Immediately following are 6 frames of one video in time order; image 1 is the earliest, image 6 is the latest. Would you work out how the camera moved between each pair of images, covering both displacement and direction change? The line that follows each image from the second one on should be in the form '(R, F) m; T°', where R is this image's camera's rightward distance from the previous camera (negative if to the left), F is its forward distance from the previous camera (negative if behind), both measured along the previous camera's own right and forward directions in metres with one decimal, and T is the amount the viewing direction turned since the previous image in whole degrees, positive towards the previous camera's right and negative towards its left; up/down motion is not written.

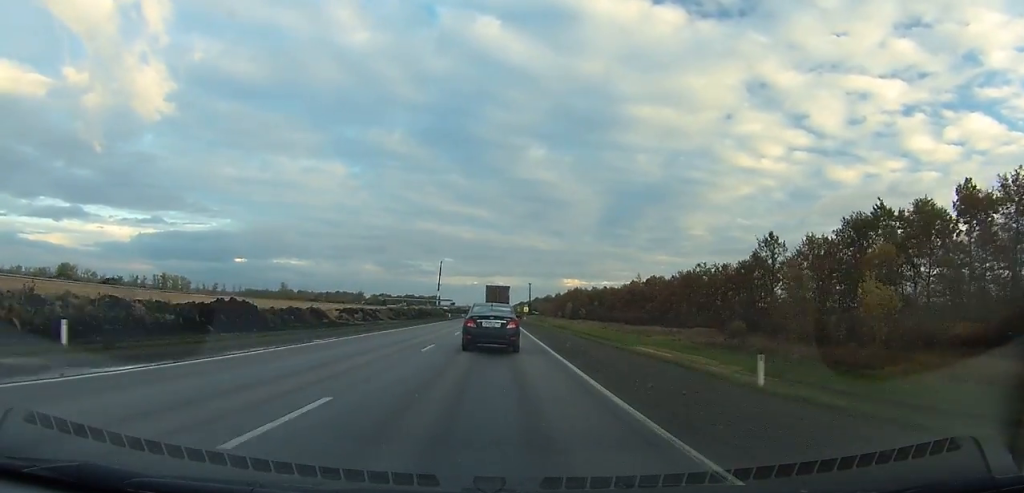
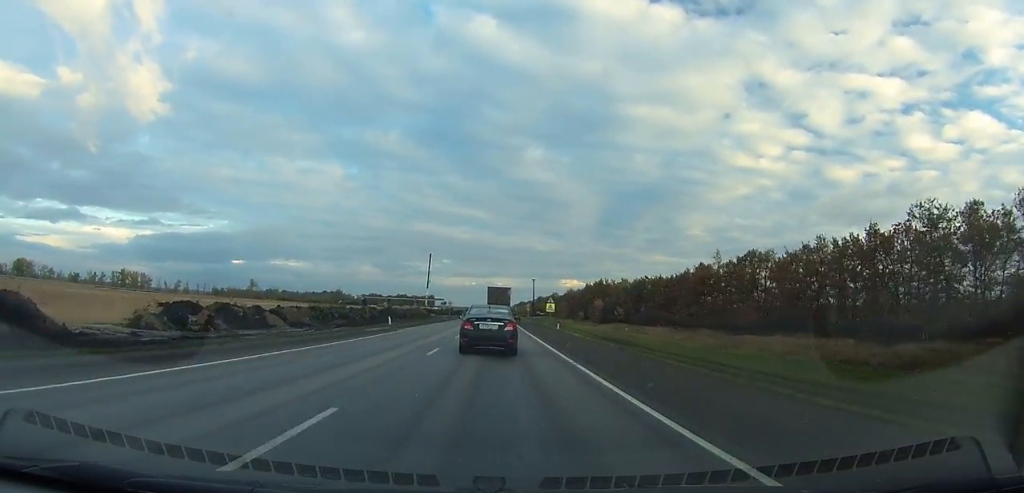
(0.0, +64.2) m; 0°
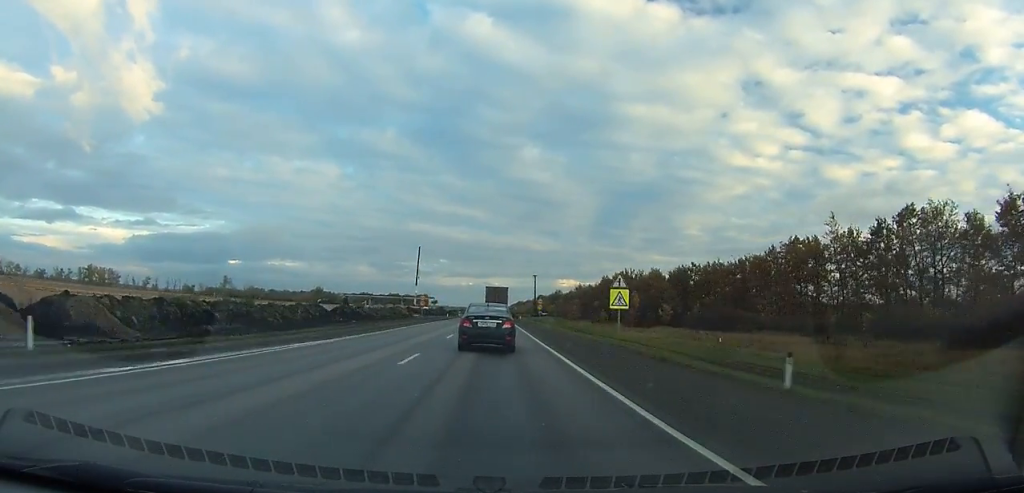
(+0.1, +40.5) m; 0°
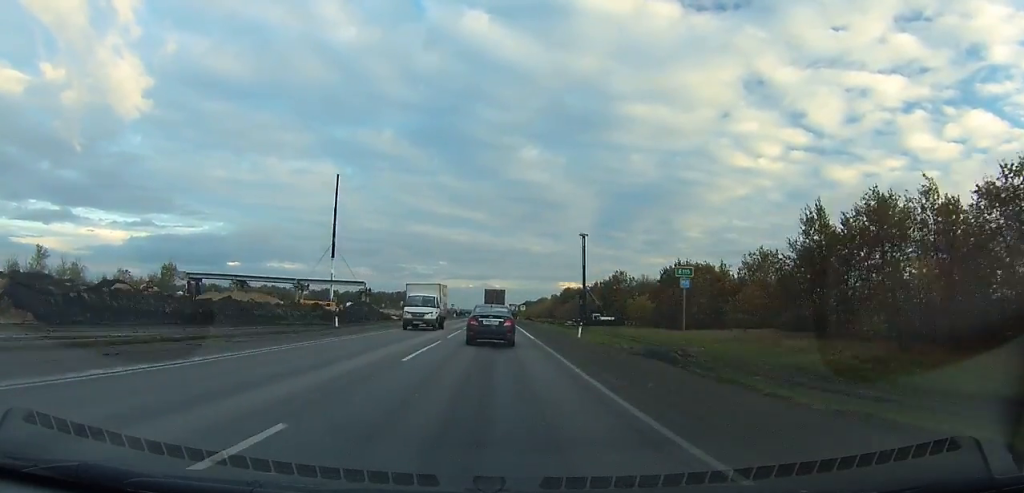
(-0.5, +176.1) m; 0°
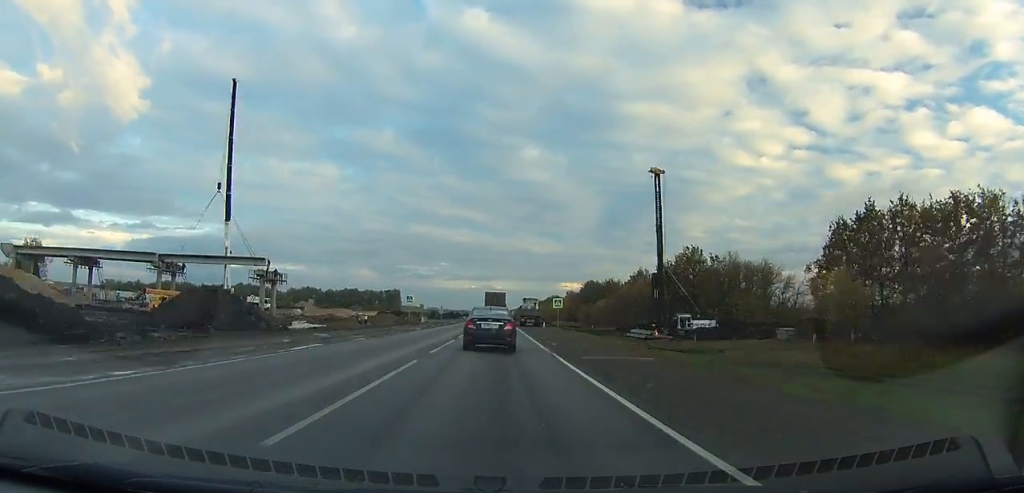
(-0.1, +64.6) m; 0°
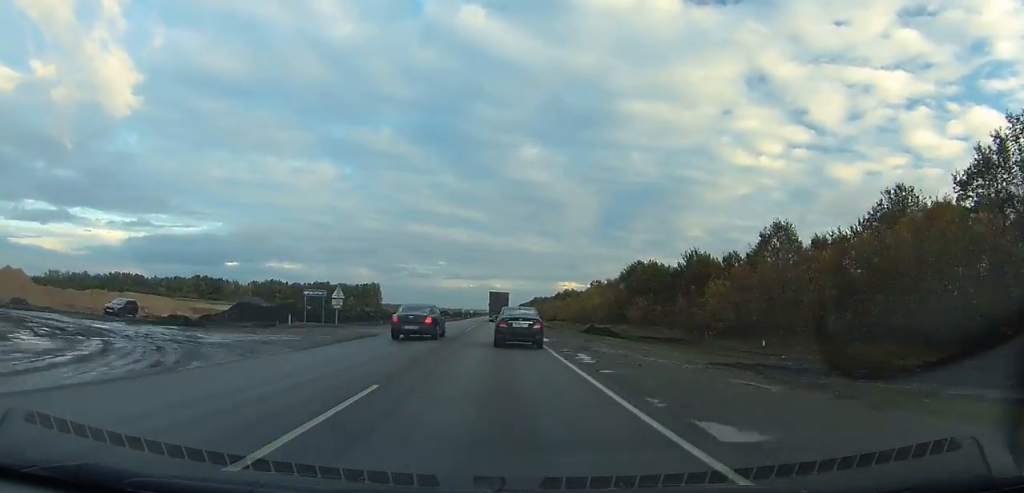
(+0.2, +83.9) m; 0°
